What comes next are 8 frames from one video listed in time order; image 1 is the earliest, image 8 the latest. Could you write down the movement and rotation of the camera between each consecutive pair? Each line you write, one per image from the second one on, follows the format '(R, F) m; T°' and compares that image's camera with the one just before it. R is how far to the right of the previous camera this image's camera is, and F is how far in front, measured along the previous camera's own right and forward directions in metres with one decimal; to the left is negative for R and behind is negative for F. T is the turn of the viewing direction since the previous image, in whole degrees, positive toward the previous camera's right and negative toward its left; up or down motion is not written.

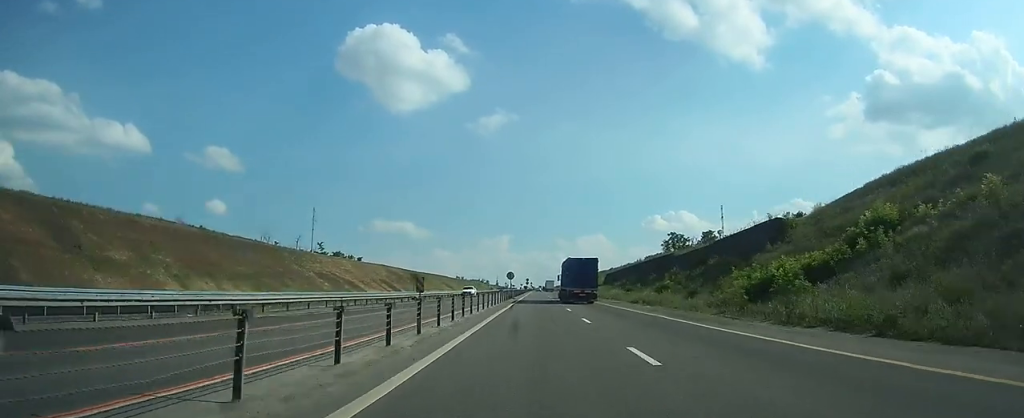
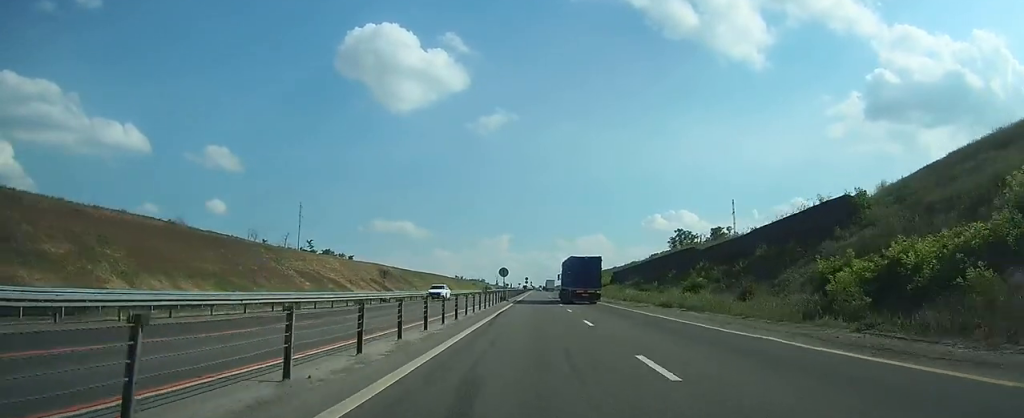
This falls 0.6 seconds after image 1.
(+0.1, +13.6) m; 0°
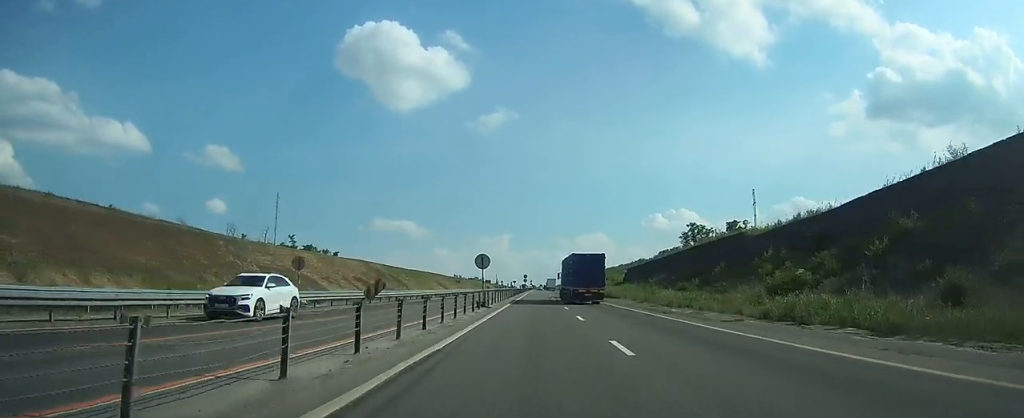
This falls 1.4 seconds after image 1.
(+0.1, +20.9) m; 0°
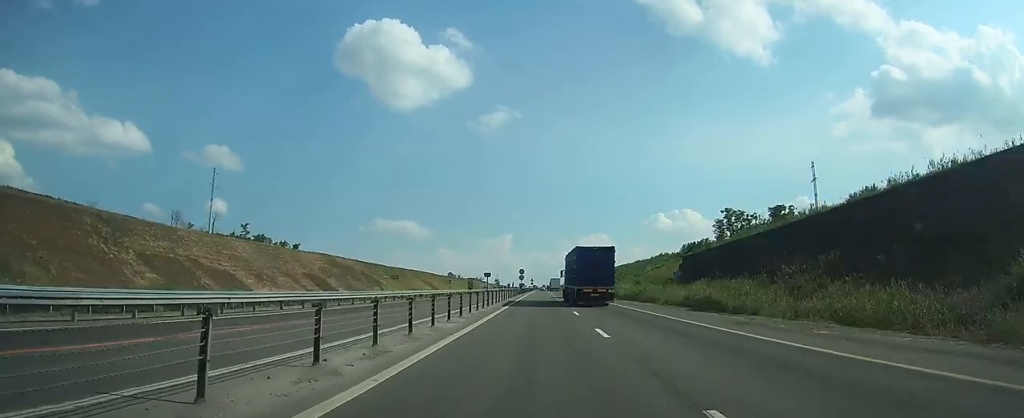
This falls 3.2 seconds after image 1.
(0.0, +43.6) m; 0°
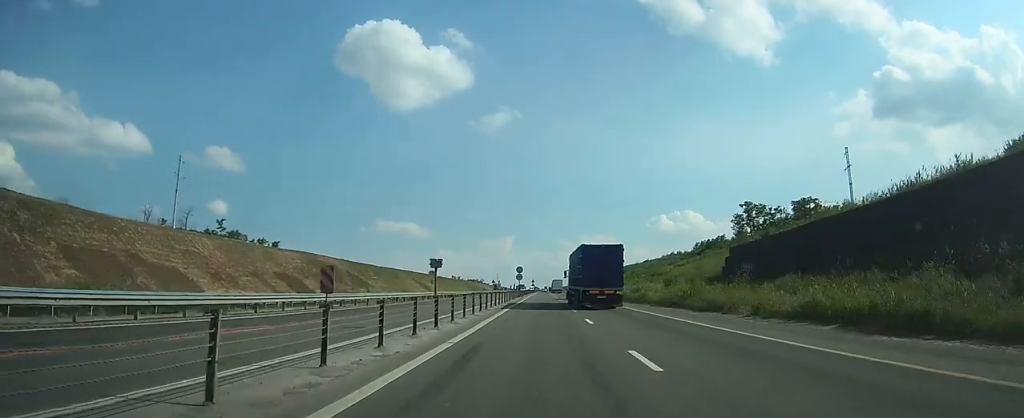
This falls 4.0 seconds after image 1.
(0.0, +17.8) m; 0°
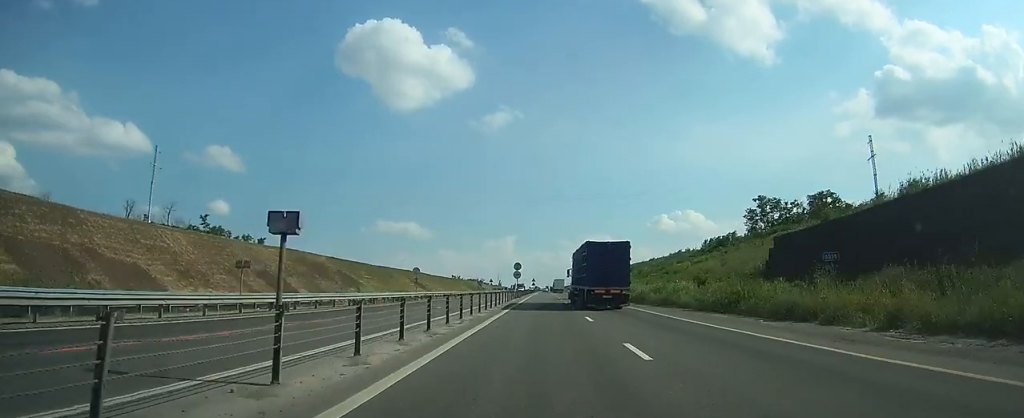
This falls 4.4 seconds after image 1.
(0.0, +10.6) m; 0°
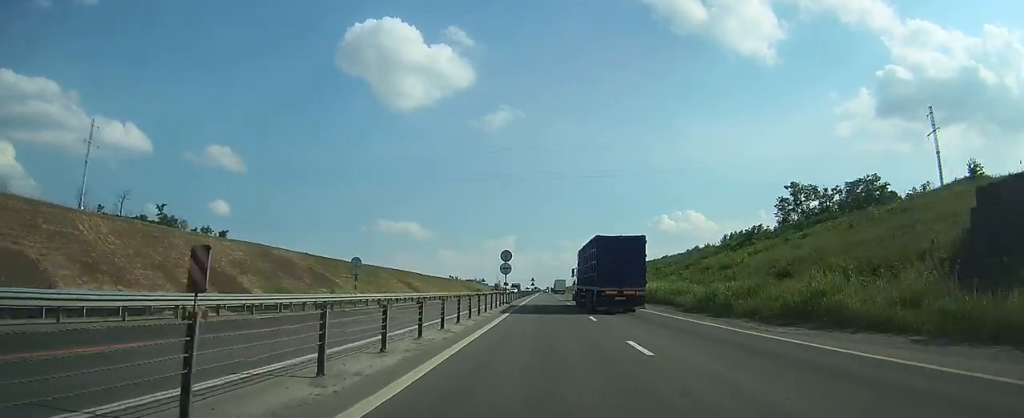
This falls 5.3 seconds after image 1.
(0.0, +22.9) m; 0°
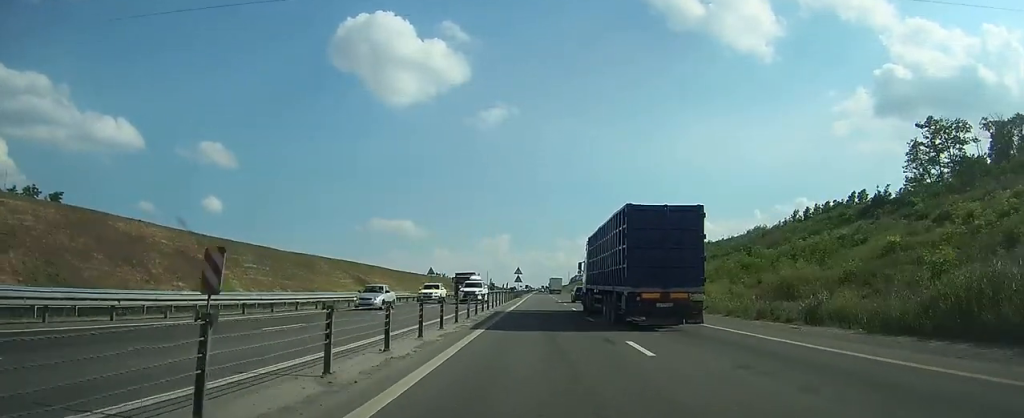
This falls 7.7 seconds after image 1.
(-0.2, +59.7) m; 0°
